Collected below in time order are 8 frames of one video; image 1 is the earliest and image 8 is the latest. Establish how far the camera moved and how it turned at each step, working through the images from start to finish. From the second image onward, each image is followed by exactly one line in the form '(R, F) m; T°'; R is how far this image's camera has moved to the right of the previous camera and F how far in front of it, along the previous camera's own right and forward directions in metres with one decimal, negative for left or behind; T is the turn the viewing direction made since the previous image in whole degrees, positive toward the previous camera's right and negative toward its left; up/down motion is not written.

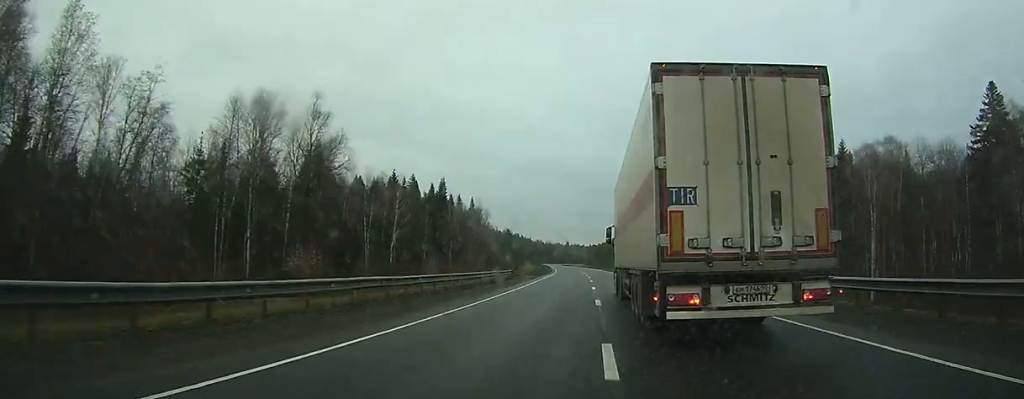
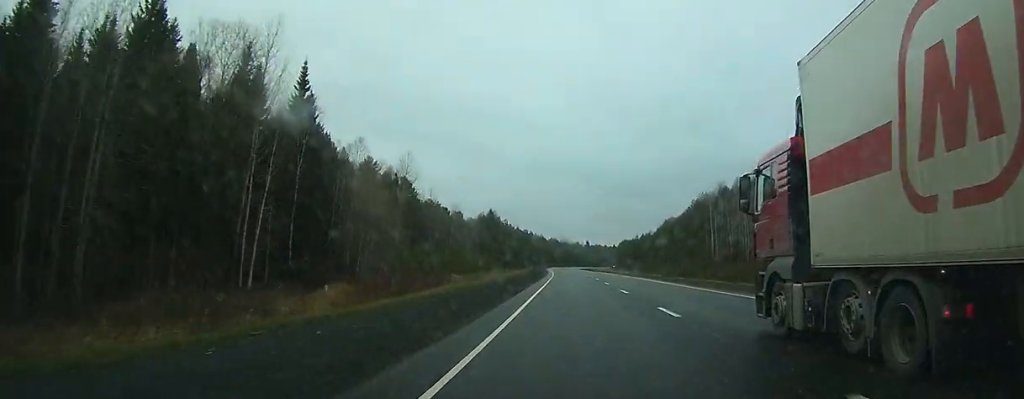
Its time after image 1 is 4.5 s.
(-2.1, +109.9) m; -2°
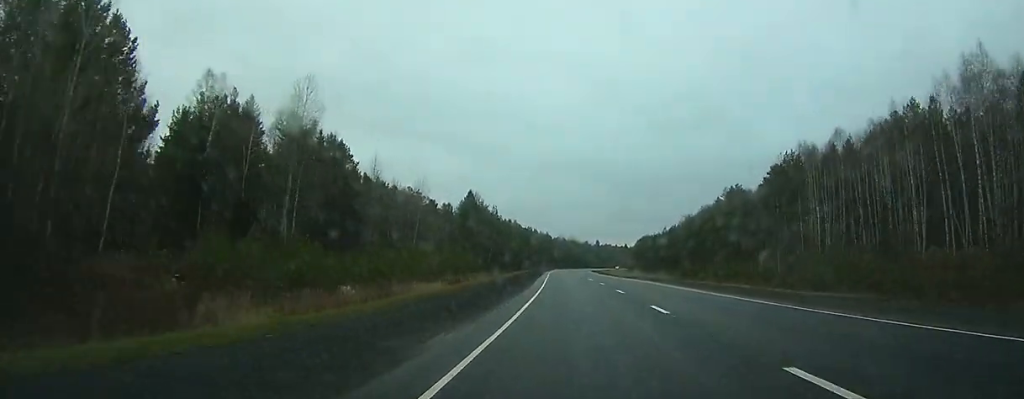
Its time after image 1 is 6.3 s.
(-0.4, +47.4) m; 0°
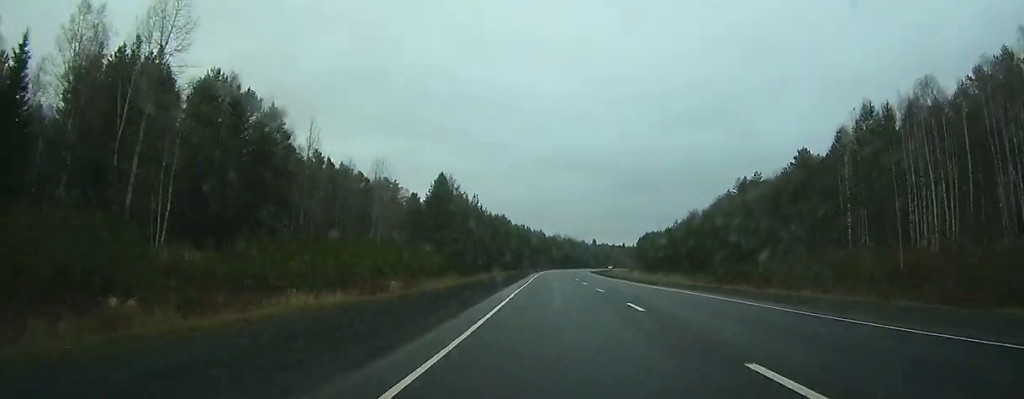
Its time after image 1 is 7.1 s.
(0.0, +23.6) m; 0°
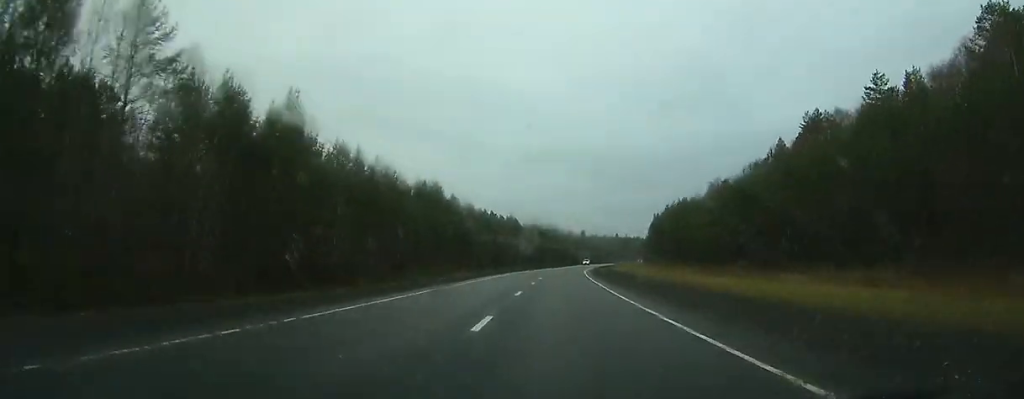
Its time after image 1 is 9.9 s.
(+0.3, +75.7) m; +6°
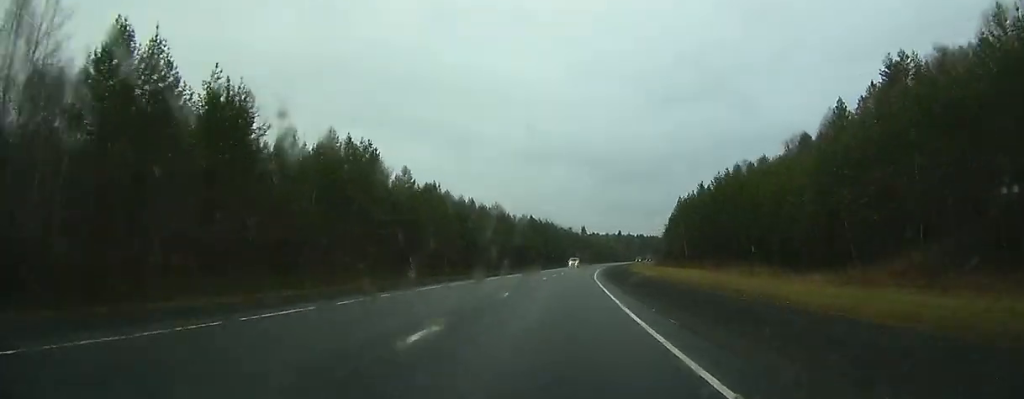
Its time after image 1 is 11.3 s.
(+2.2, +34.7) m; +1°
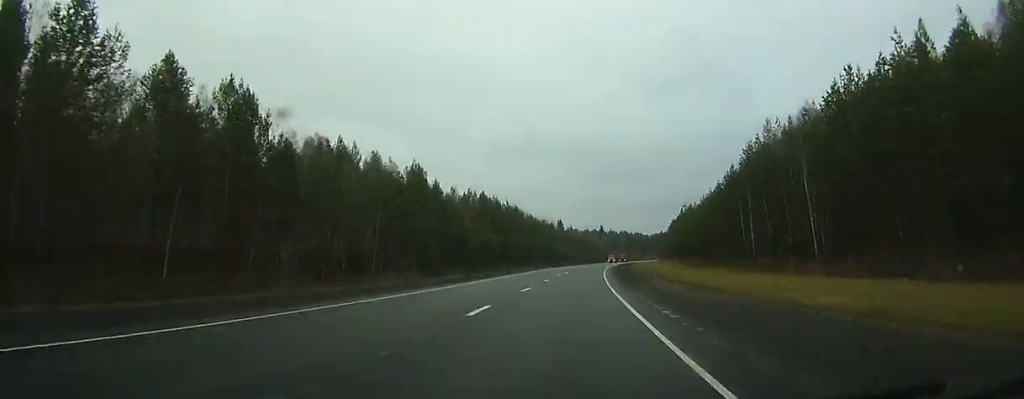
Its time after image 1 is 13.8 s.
(-4.2, +64.1) m; -8°
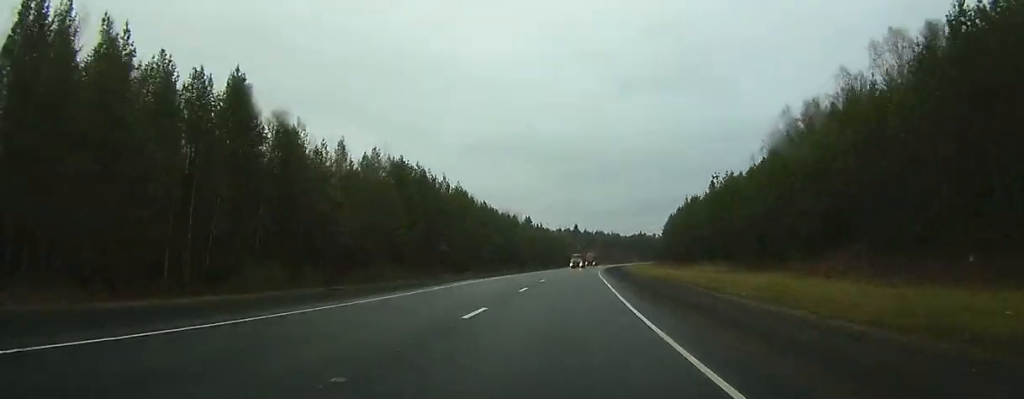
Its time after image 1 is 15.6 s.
(-1.7, +53.4) m; +2°
